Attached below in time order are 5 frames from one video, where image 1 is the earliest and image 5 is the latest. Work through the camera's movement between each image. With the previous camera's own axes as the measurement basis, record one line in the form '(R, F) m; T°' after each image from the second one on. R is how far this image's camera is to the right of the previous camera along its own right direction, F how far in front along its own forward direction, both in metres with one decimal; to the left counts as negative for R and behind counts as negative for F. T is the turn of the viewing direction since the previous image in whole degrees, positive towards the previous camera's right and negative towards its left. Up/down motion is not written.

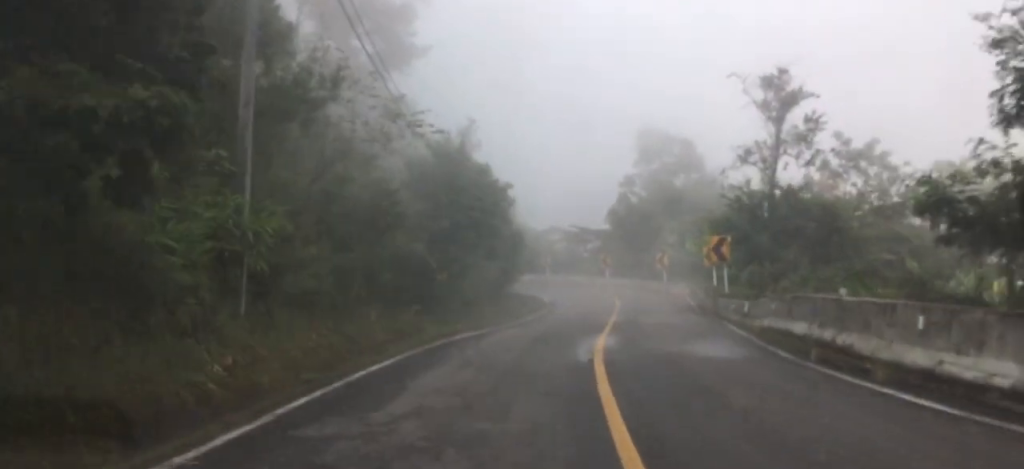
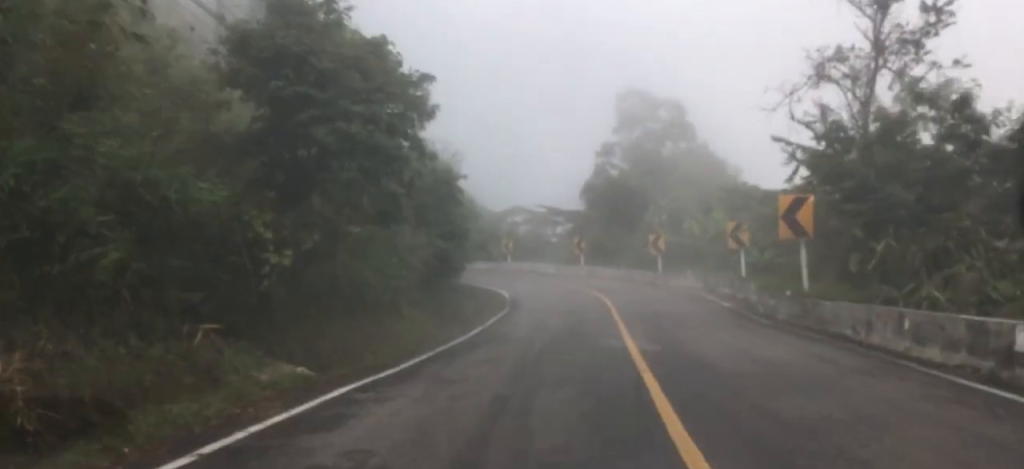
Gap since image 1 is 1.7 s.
(+0.5, +16.3) m; +3°
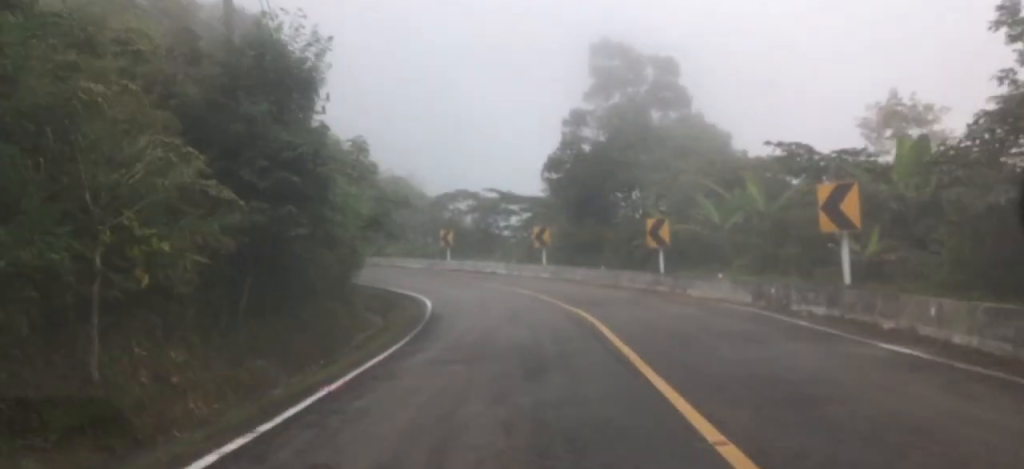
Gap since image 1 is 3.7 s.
(+0.3, +18.9) m; +2°
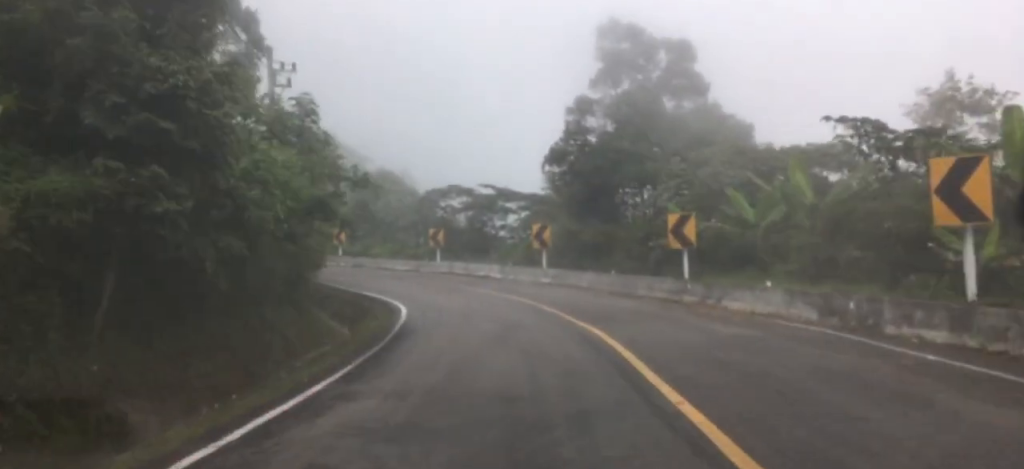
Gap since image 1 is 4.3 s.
(+0.5, +6.0) m; -2°
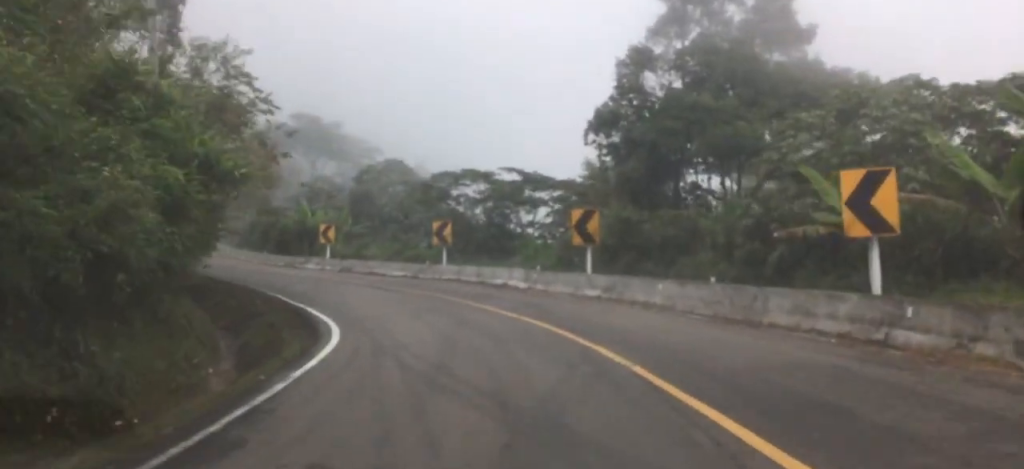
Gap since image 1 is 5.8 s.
(-1.1, +14.2) m; -3°
